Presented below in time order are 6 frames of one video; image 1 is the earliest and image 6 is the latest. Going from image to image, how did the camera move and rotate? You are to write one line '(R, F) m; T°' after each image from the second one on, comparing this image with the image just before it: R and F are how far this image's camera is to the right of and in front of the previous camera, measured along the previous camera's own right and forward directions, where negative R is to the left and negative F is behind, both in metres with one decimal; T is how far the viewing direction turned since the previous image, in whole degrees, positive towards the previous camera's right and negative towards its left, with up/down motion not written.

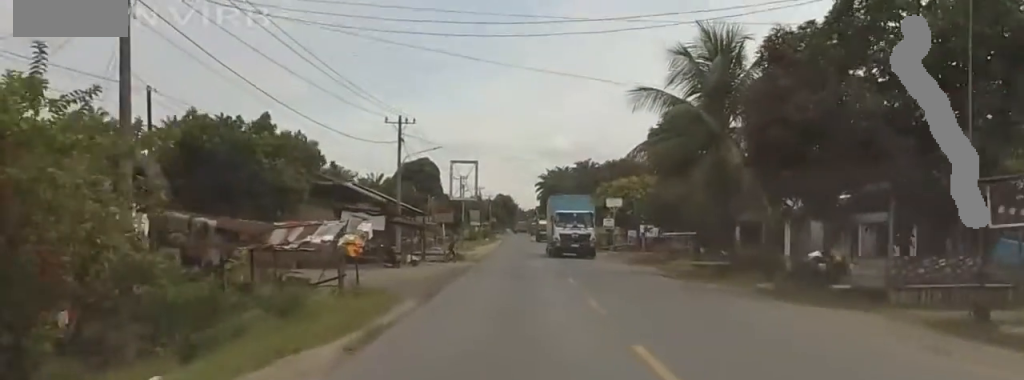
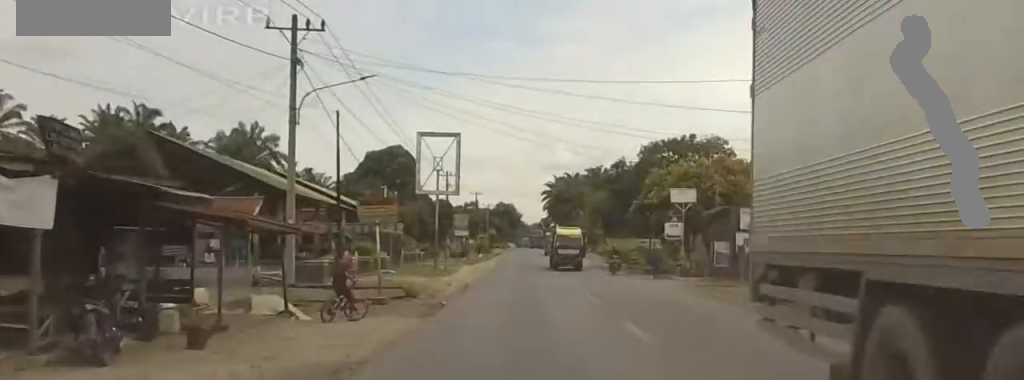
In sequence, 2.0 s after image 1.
(+0.7, +30.0) m; 0°
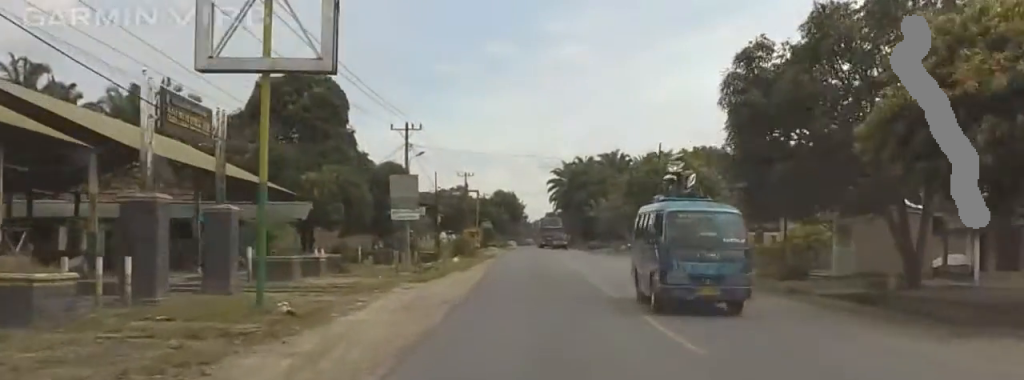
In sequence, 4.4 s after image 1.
(+0.8, +36.0) m; +1°
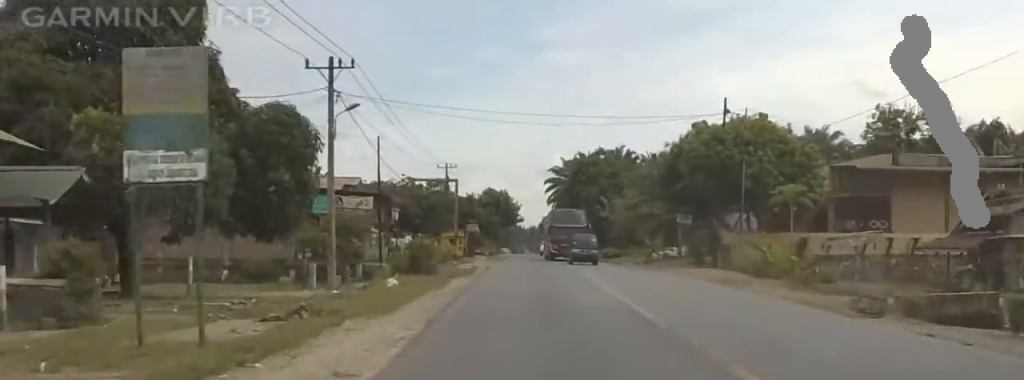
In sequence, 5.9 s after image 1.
(-1.4, +22.3) m; -4°
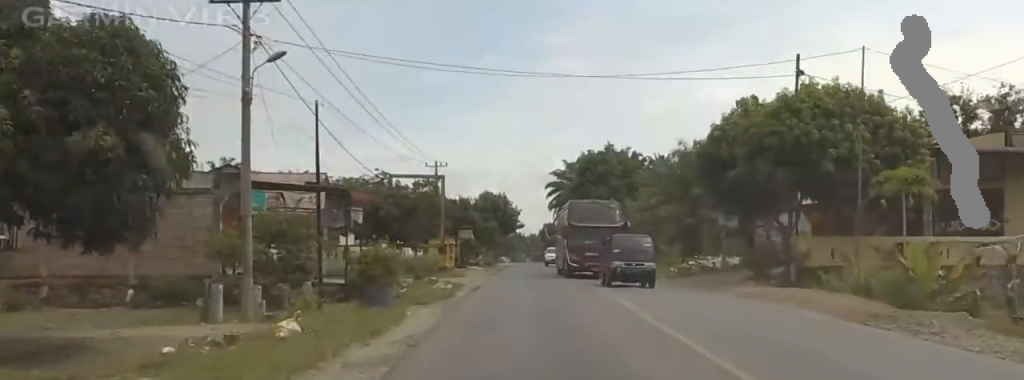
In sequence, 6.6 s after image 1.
(0.0, +11.4) m; +1°
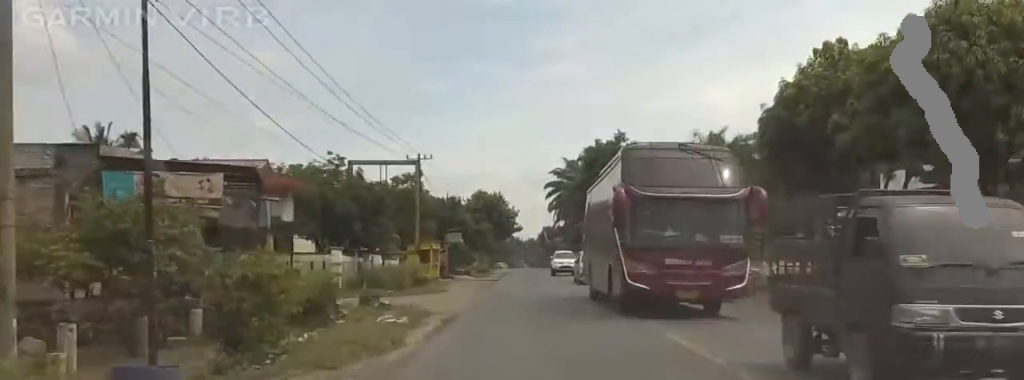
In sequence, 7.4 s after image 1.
(+0.3, +11.6) m; +1°
